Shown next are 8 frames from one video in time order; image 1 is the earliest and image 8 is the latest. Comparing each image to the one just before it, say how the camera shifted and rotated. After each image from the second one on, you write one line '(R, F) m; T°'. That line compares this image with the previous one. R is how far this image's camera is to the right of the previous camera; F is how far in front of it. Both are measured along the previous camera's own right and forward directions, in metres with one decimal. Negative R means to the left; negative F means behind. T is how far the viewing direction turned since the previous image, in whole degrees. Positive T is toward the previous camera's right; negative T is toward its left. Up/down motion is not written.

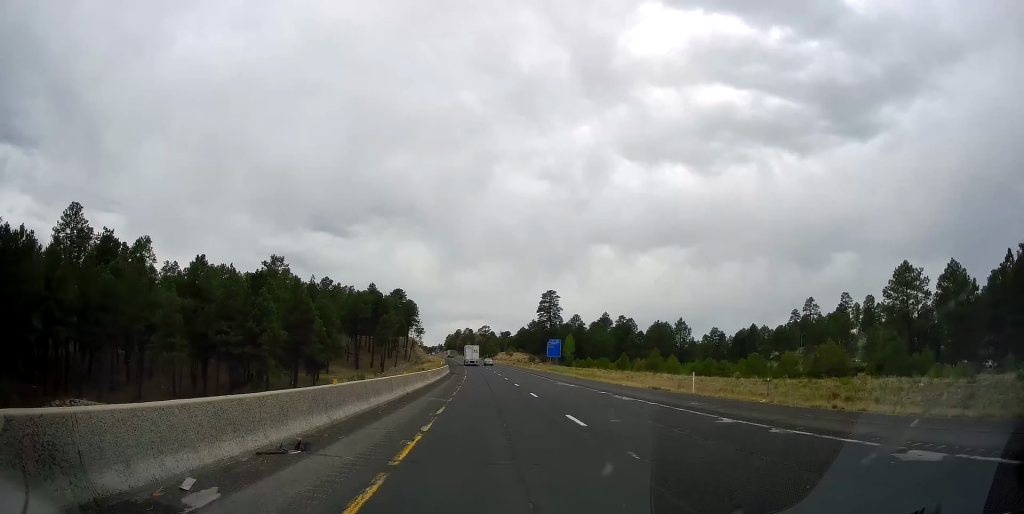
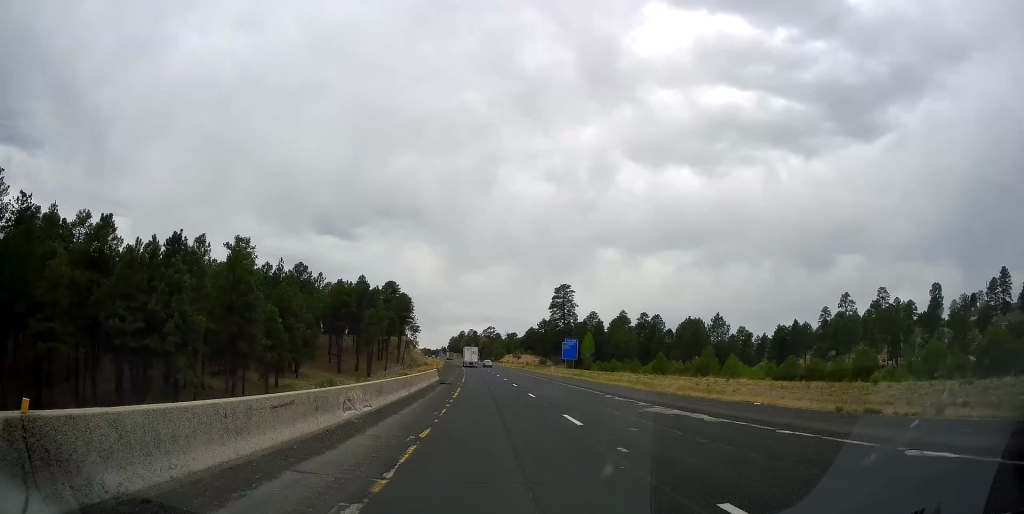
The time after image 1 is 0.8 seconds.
(-0.2, +23.6) m; -1°
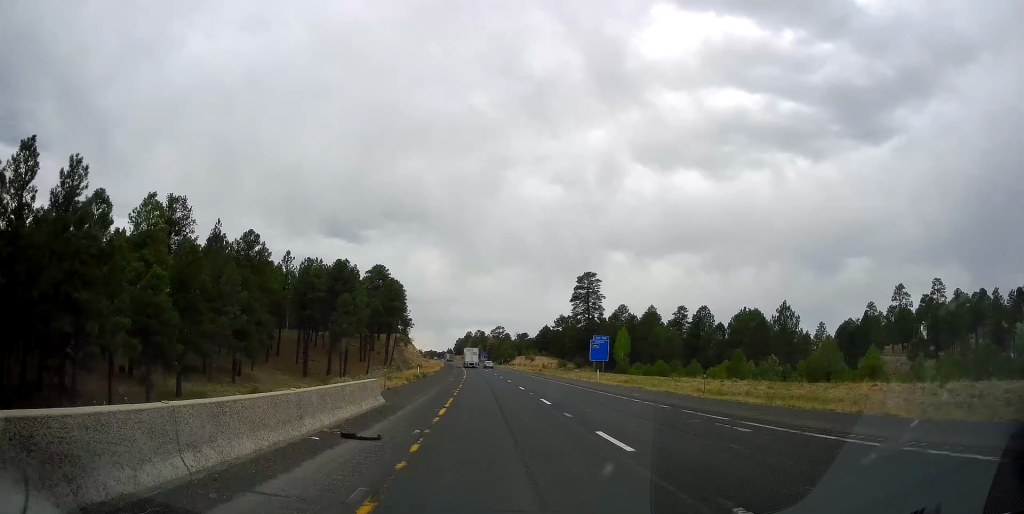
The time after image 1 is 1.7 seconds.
(-0.3, +29.8) m; 0°
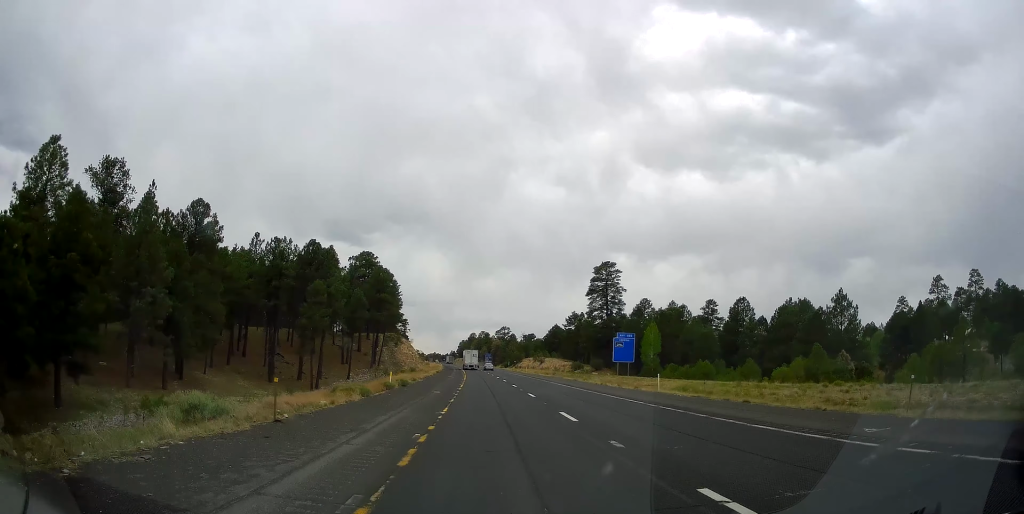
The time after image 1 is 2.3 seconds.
(-0.3, +18.5) m; 0°
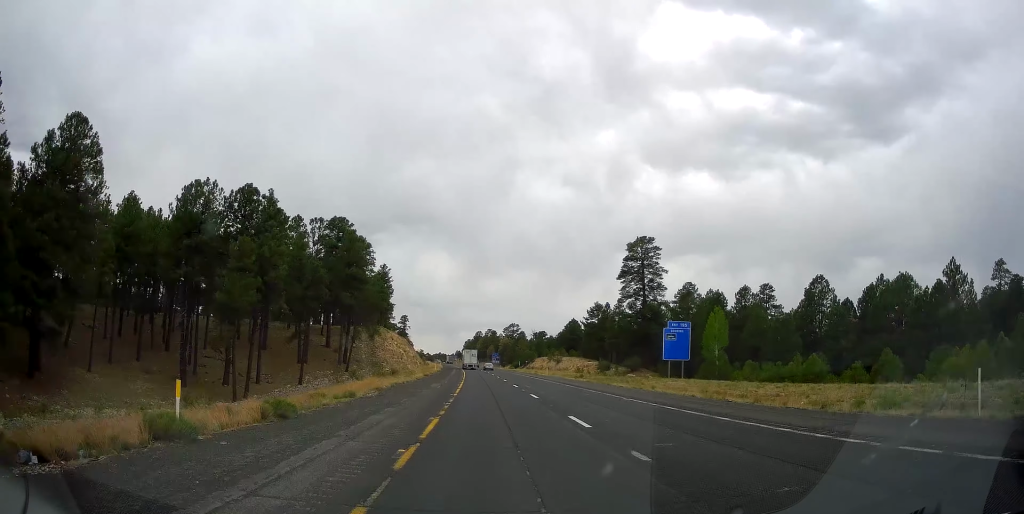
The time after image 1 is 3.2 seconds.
(+0.6, +26.3) m; -1°
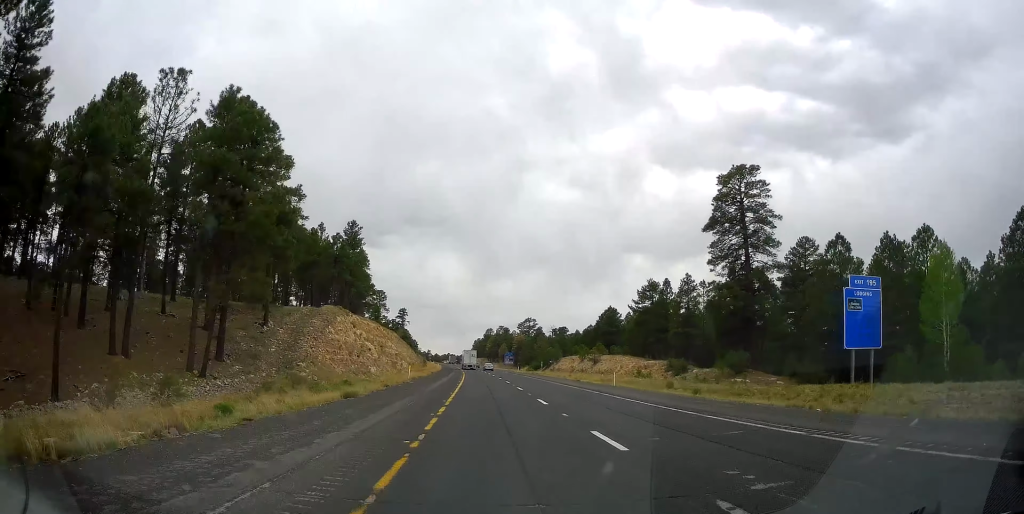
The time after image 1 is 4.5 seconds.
(-1.3, +40.4) m; -2°
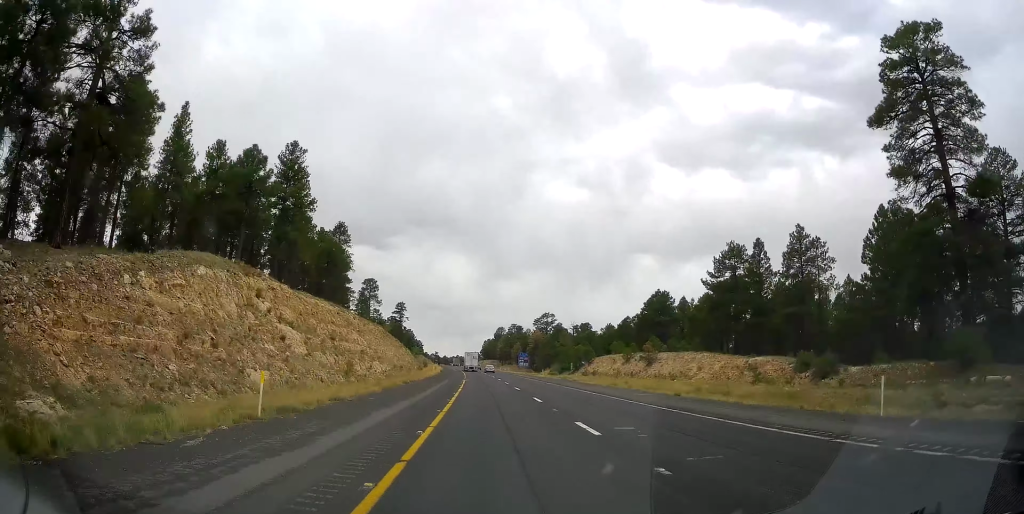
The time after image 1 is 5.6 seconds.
(-0.2, +33.7) m; -1°
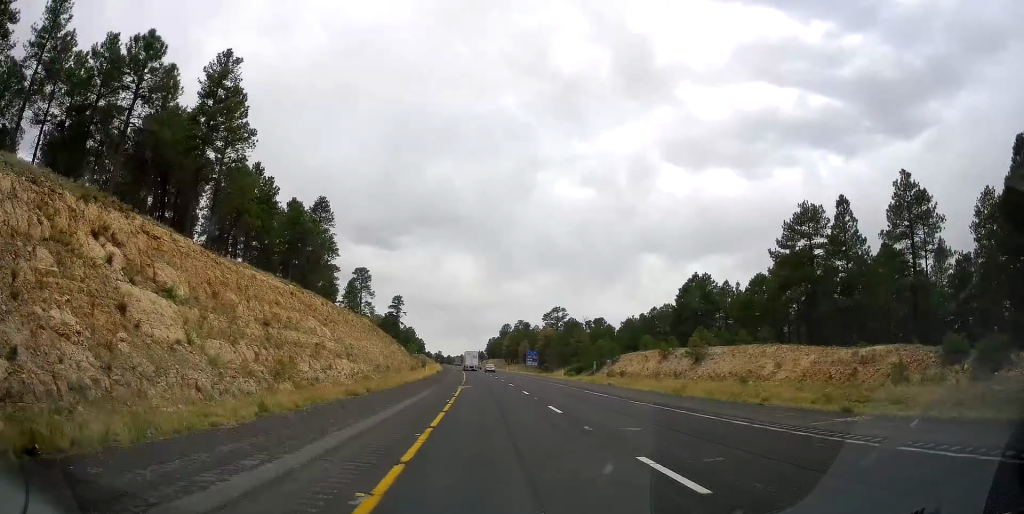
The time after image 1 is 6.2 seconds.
(-0.1, +18.4) m; -1°
